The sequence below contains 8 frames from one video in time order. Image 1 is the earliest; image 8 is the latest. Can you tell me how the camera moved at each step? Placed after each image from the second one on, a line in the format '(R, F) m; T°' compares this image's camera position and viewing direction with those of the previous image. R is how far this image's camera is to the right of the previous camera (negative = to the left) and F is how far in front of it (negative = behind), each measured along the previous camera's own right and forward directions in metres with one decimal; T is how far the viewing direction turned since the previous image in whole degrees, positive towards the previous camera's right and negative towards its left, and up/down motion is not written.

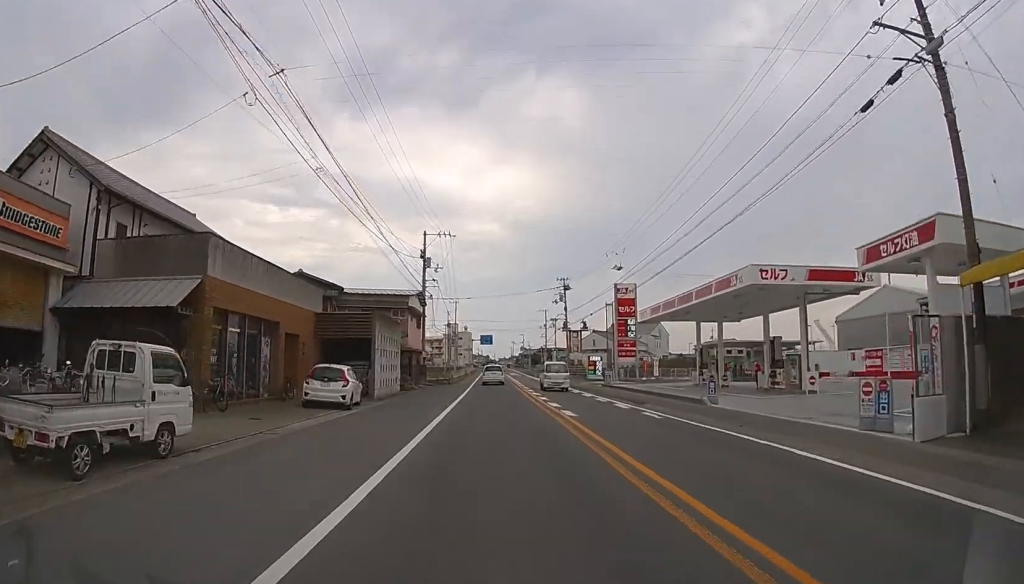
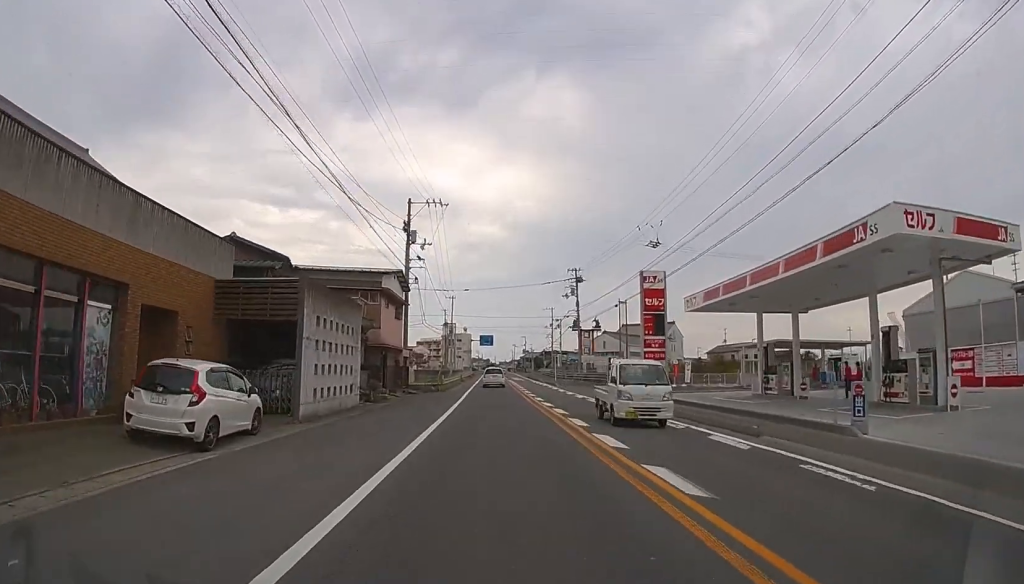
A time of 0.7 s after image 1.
(0.0, +9.6) m; 0°
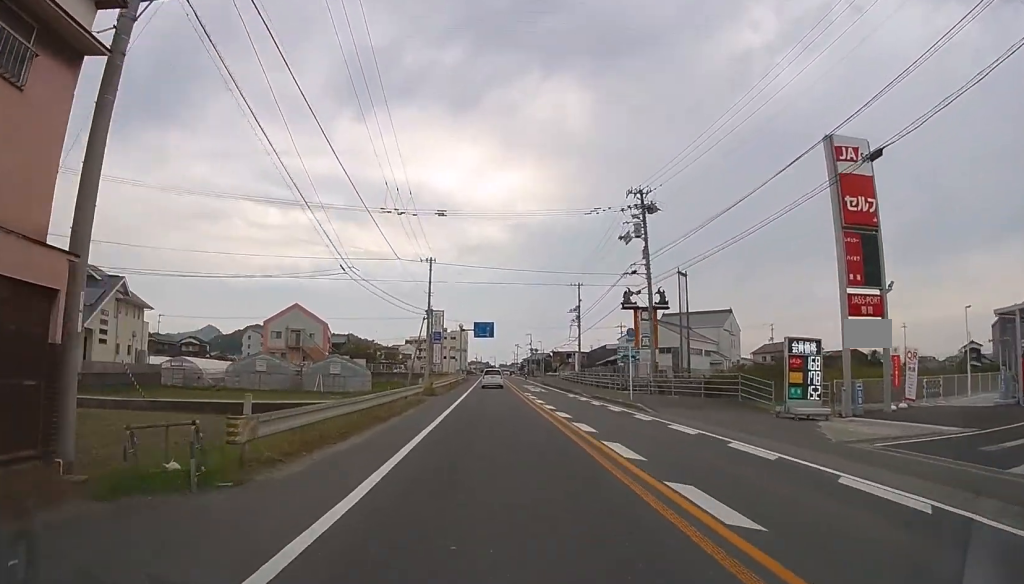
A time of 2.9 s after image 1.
(-0.1, +29.5) m; 0°
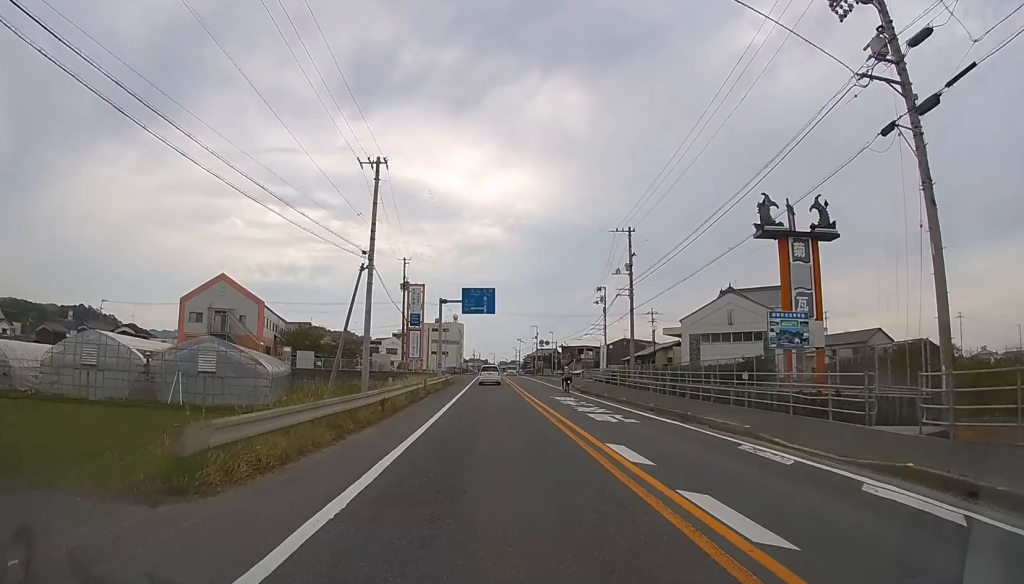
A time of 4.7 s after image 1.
(0.0, +24.4) m; 0°
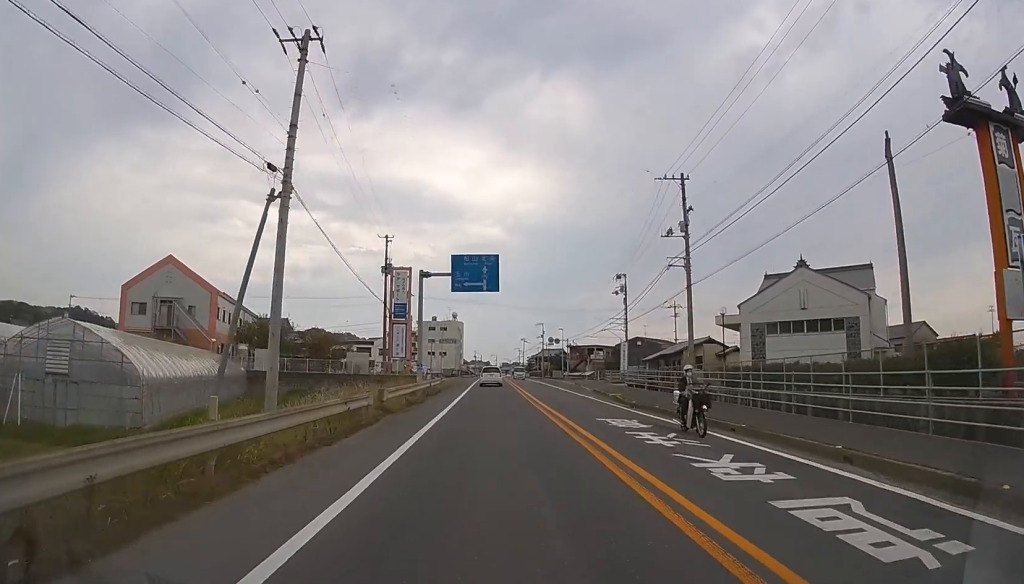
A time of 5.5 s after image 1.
(0.0, +11.2) m; 0°
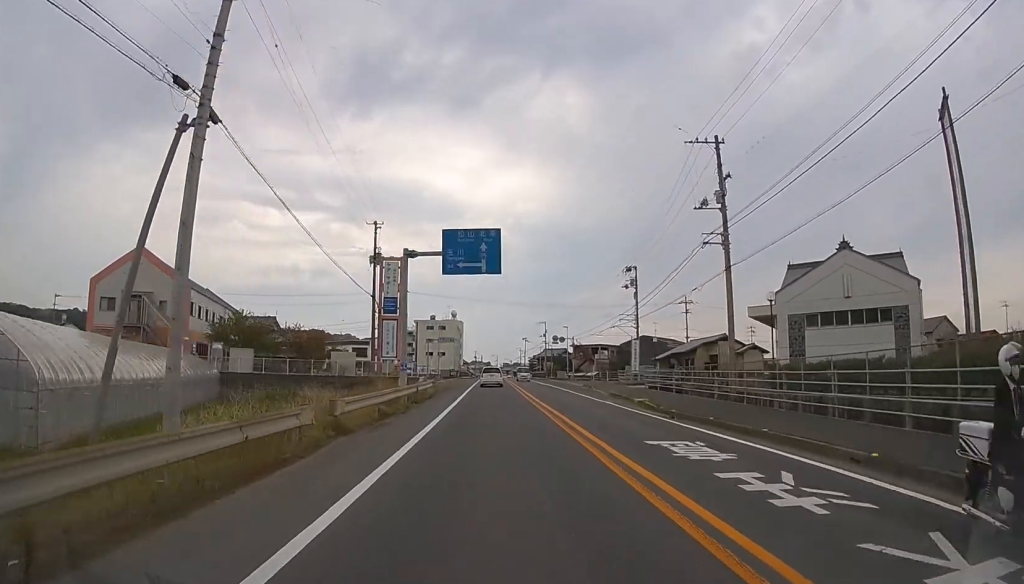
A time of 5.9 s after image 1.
(0.0, +5.3) m; 0°
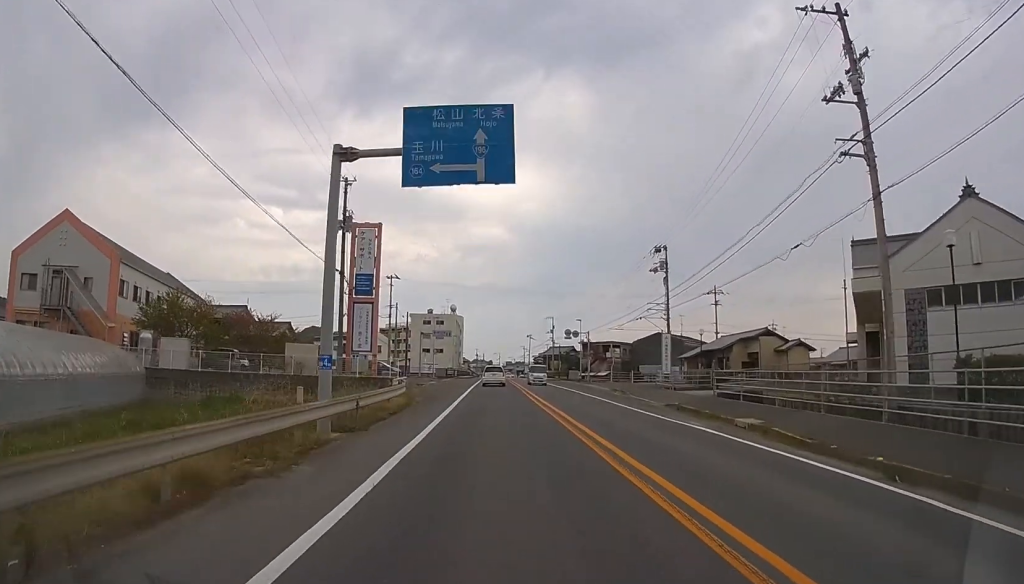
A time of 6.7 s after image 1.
(0.0, +10.1) m; 0°
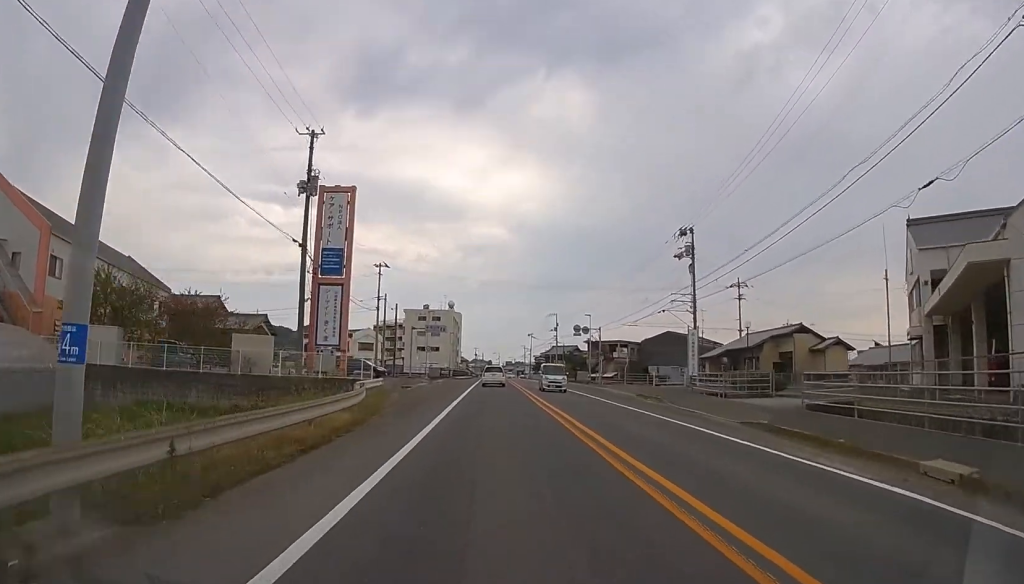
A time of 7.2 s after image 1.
(0.0, +7.0) m; 0°
